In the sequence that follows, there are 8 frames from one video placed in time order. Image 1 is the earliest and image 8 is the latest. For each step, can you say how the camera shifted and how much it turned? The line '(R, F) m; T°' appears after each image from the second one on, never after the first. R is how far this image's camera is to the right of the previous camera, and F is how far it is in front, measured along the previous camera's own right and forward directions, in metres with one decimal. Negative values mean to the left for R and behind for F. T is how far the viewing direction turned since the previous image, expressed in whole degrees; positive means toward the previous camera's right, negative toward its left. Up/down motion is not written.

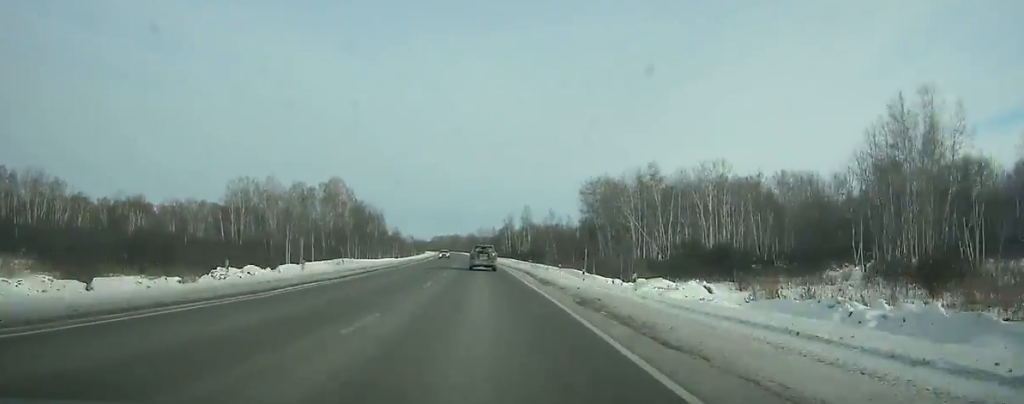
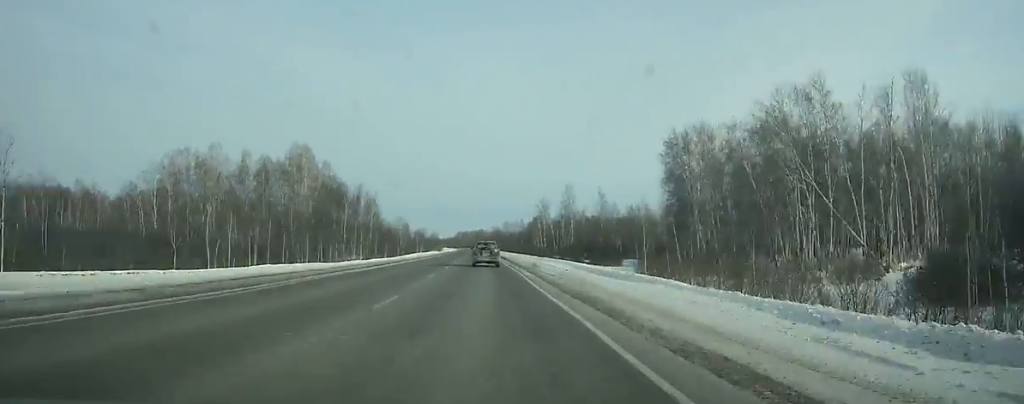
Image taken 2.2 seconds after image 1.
(-1.5, +56.5) m; -2°
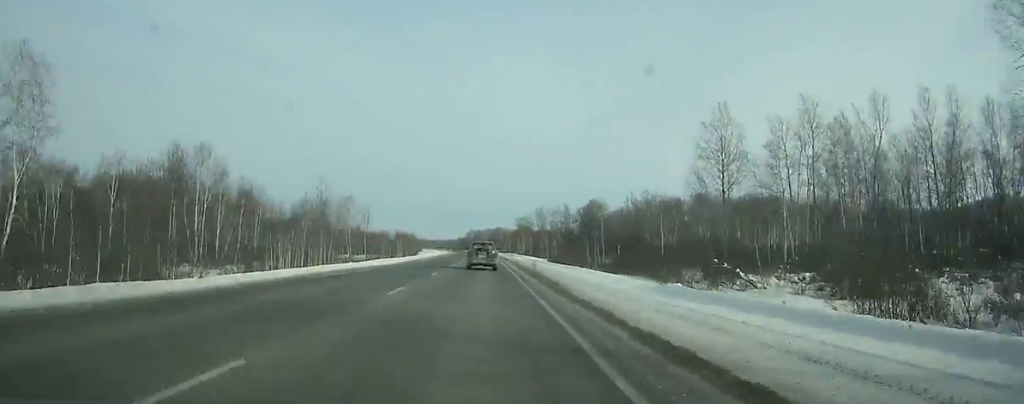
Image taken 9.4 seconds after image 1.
(-4.2, +187.9) m; -2°
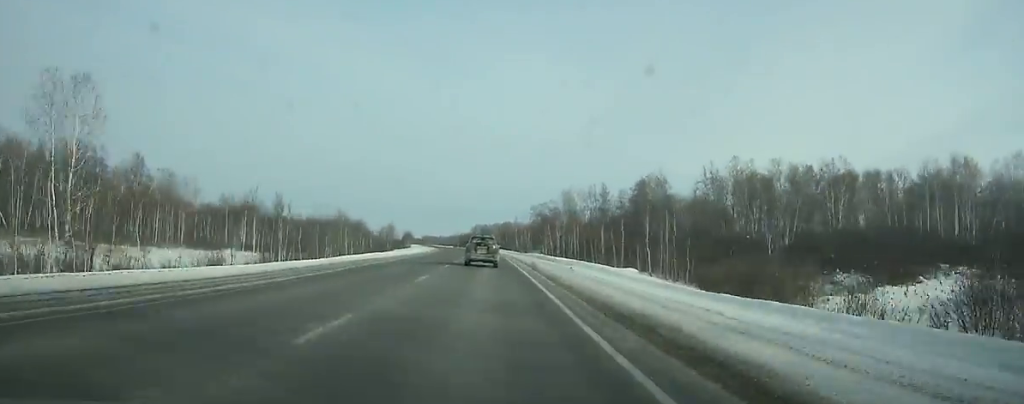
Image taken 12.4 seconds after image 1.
(-0.3, +78.8) m; -1°
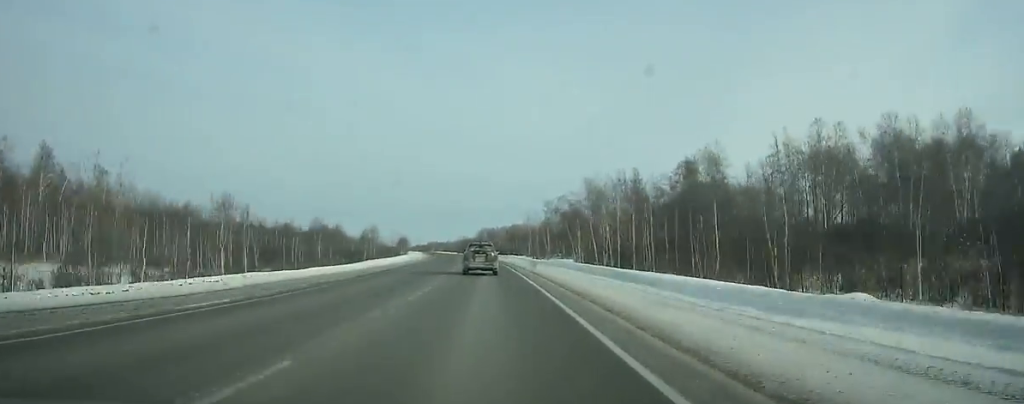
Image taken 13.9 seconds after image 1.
(-0.1, +39.2) m; -1°
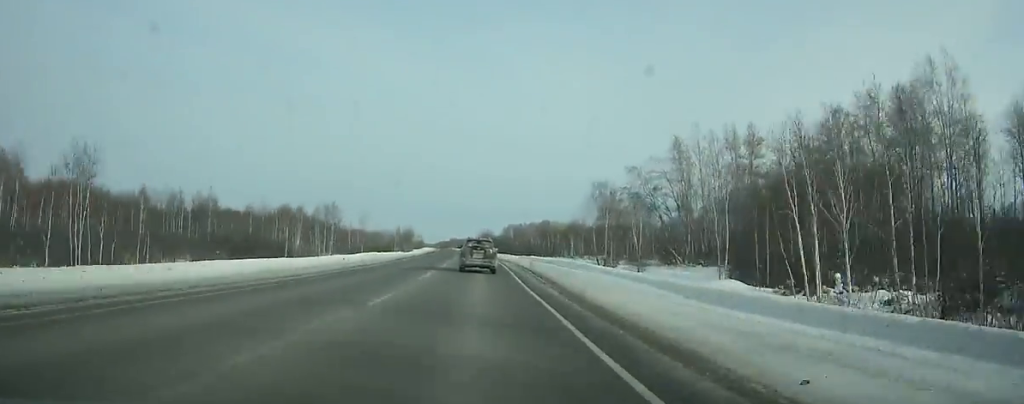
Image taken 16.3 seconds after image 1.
(-1.4, +62.2) m; -2°
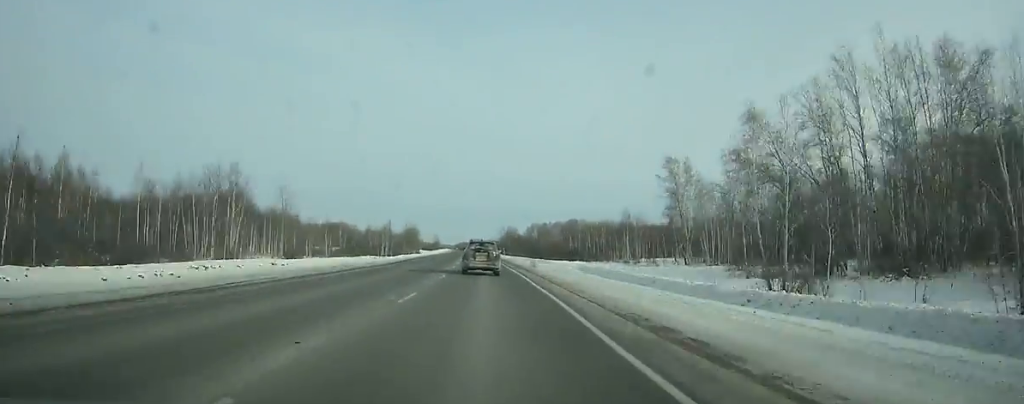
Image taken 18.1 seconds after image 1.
(-0.9, +46.3) m; -1°
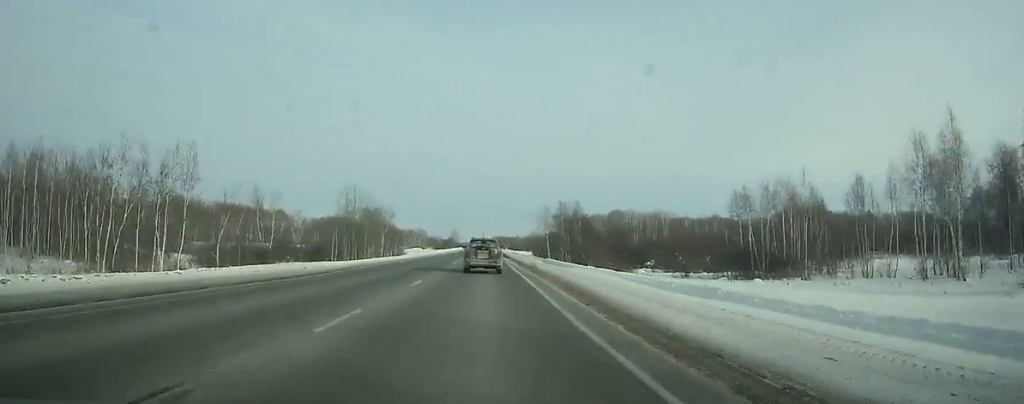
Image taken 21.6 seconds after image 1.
(-0.6, +89.1) m; -1°
